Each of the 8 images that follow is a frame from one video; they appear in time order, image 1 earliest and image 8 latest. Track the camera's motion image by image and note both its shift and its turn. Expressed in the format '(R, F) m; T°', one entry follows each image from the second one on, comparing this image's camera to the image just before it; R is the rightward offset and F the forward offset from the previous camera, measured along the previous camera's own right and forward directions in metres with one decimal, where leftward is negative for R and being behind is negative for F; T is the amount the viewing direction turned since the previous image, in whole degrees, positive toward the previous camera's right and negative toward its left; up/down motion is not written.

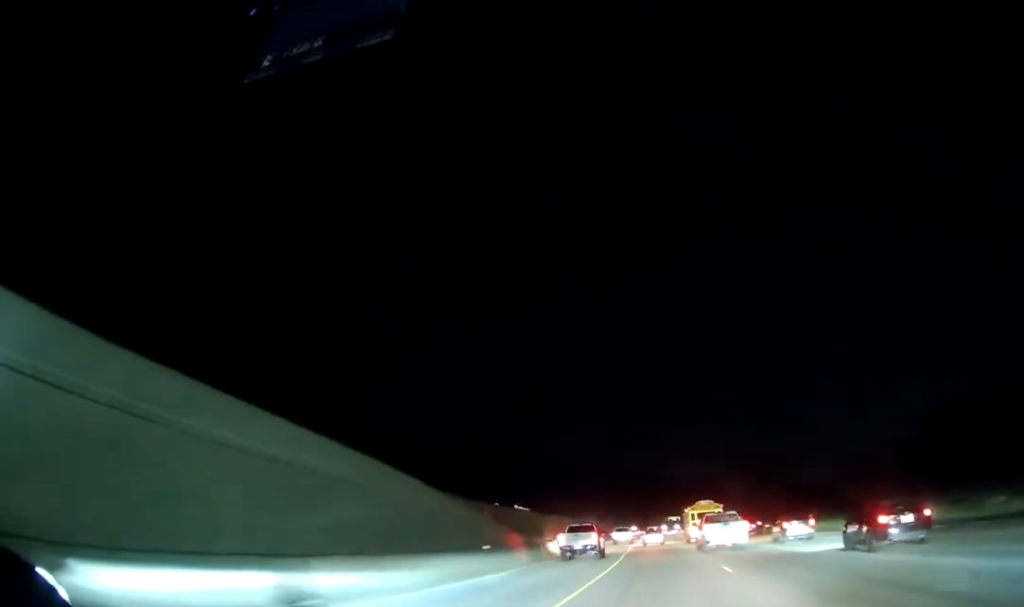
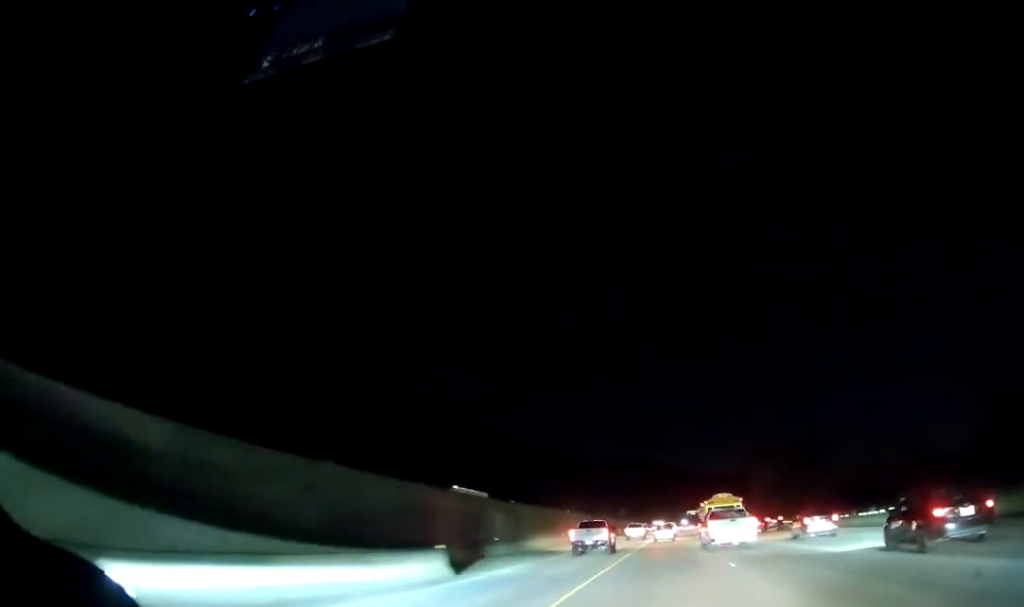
(-0.3, +27.2) m; -2°
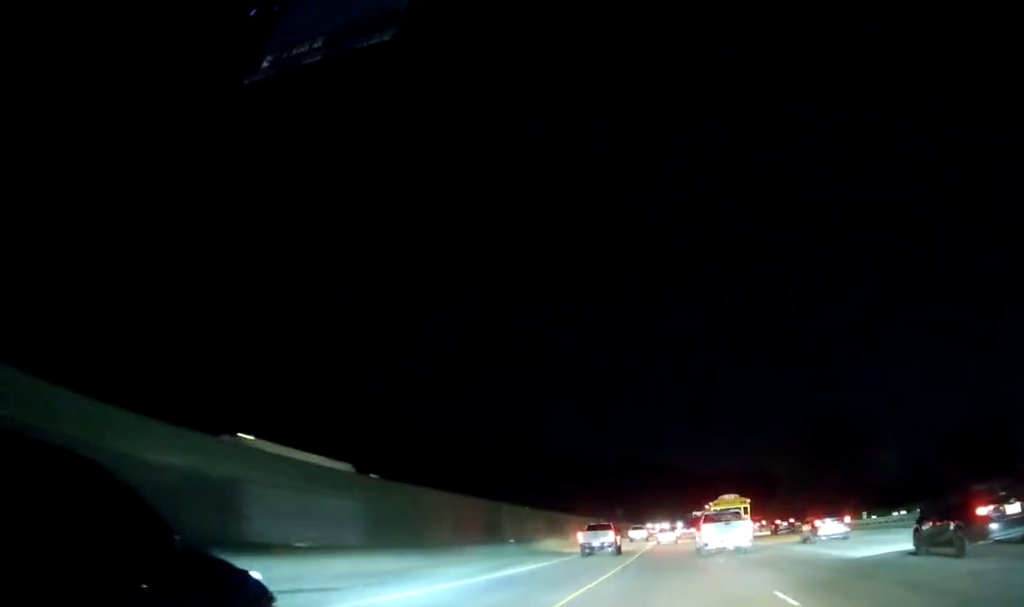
(-0.4, +26.2) m; -1°
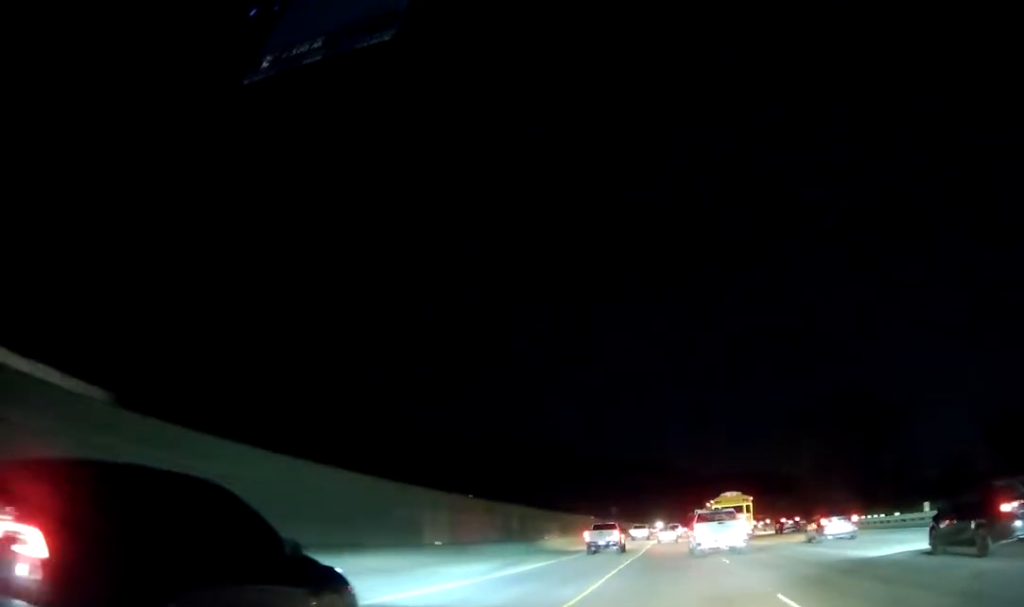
(-0.1, +17.1) m; 0°
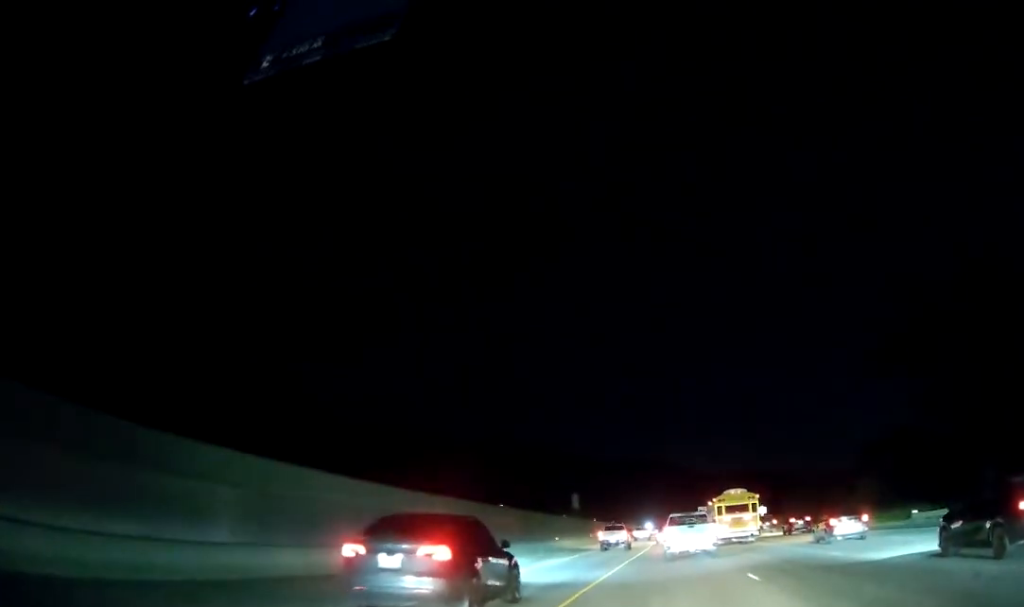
(-0.2, +52.6) m; 0°
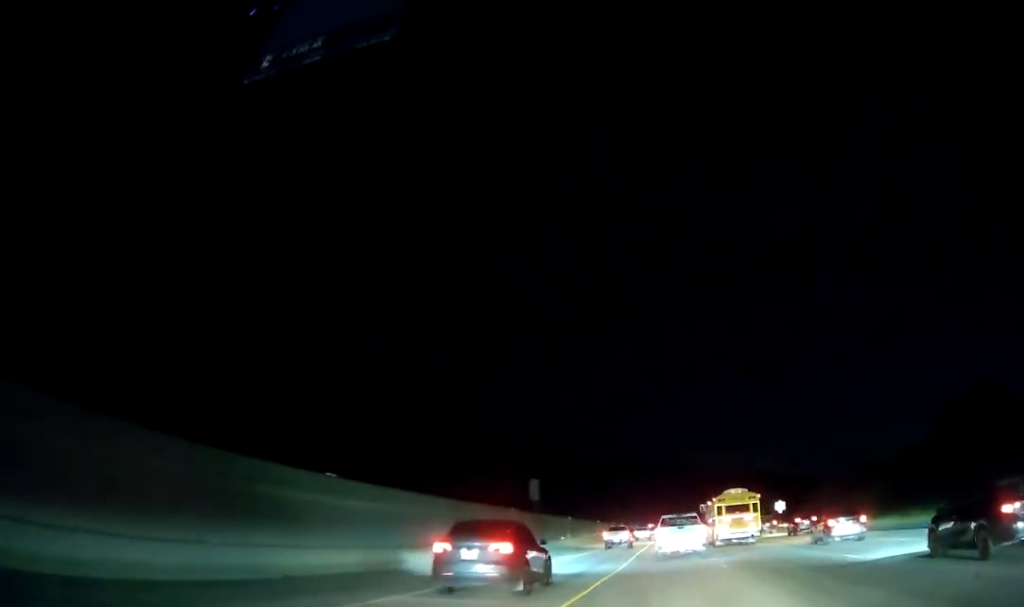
(0.0, +24.5) m; 0°
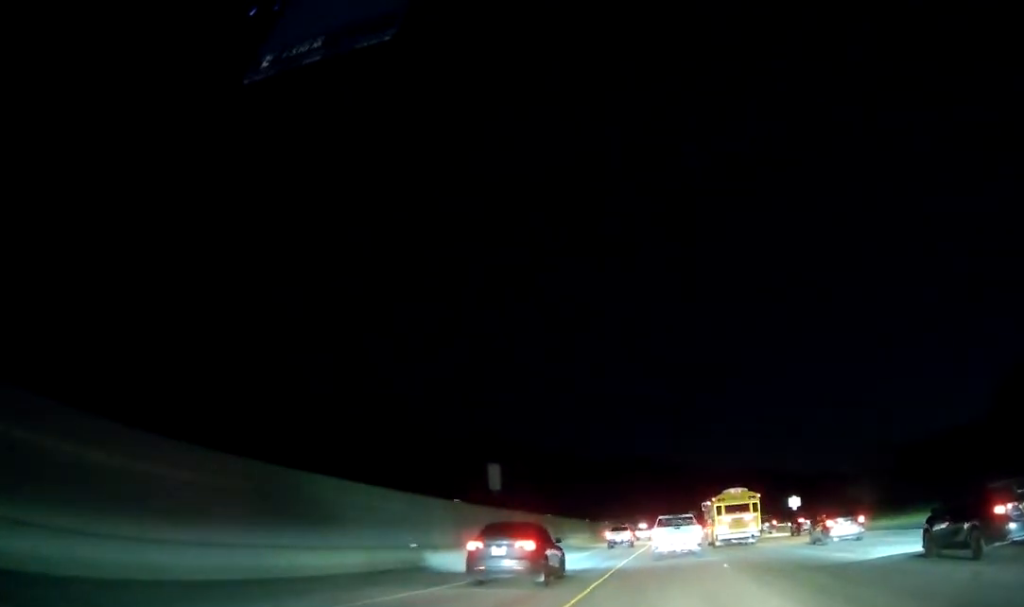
(0.0, +13.8) m; 0°
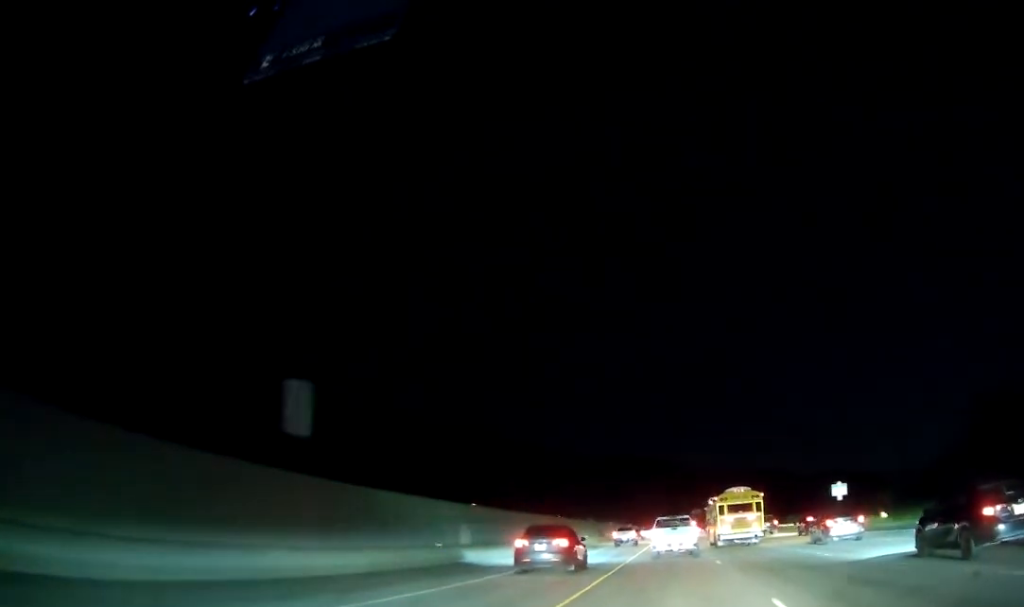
(+0.1, +24.7) m; 0°
